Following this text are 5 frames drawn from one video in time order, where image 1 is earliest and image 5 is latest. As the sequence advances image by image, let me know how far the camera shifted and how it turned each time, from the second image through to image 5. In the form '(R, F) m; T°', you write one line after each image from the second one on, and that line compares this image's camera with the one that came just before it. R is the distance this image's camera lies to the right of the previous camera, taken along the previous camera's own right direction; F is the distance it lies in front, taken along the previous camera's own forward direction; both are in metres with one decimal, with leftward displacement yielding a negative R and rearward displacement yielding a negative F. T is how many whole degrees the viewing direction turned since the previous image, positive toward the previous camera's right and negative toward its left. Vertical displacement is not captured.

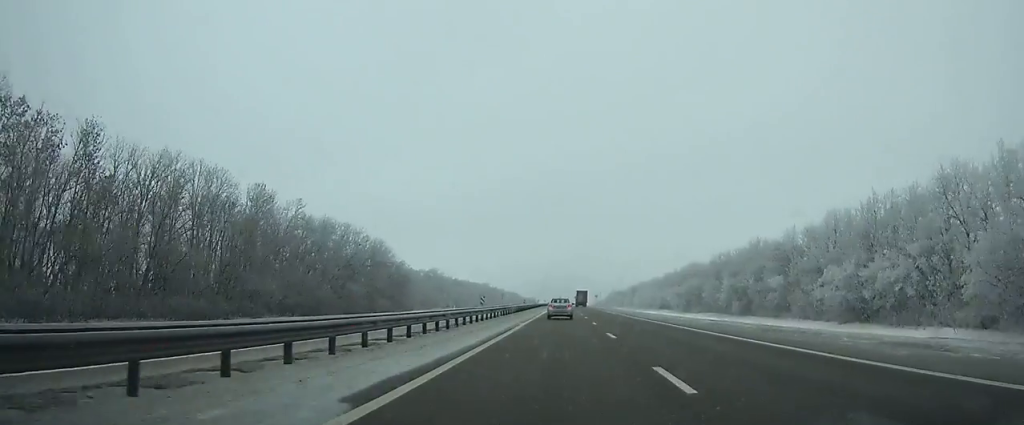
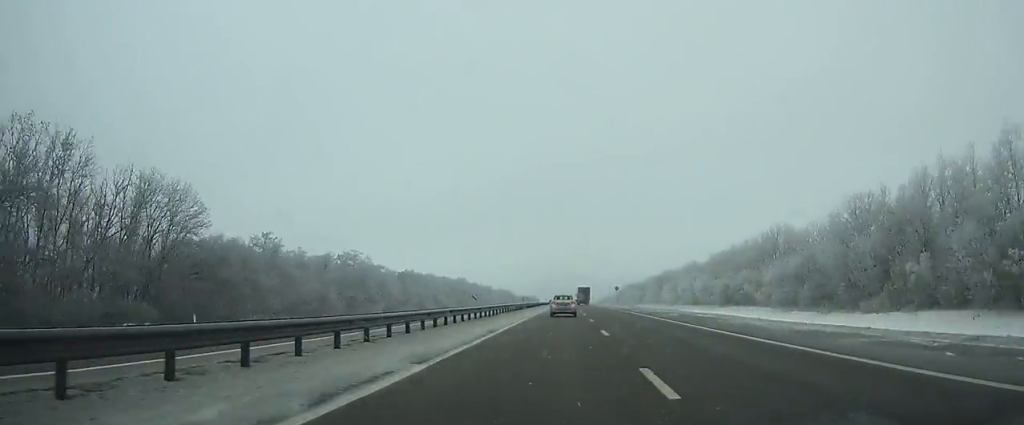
(-0.2, +71.9) m; 0°
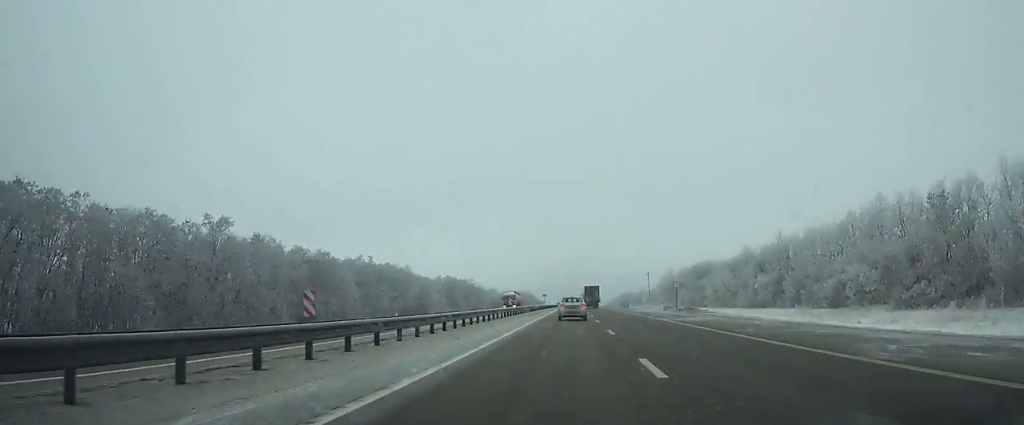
(-0.6, +167.5) m; 0°
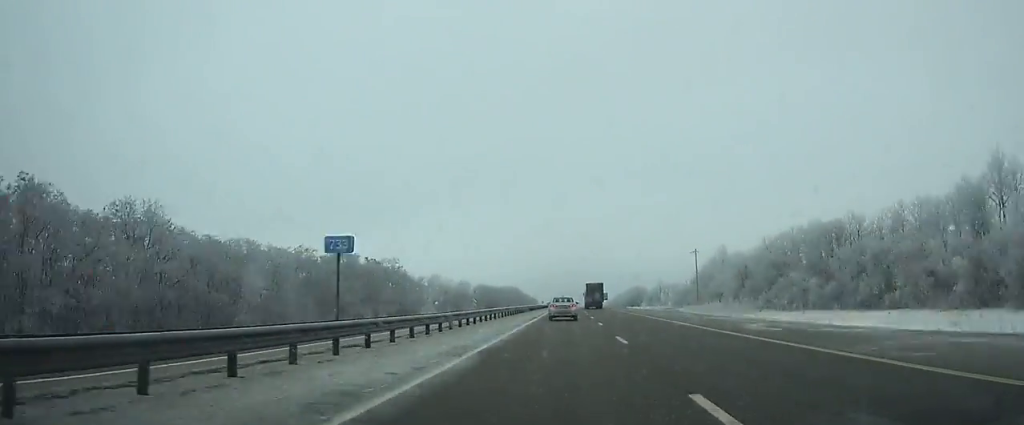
(+0.3, +89.3) m; 0°
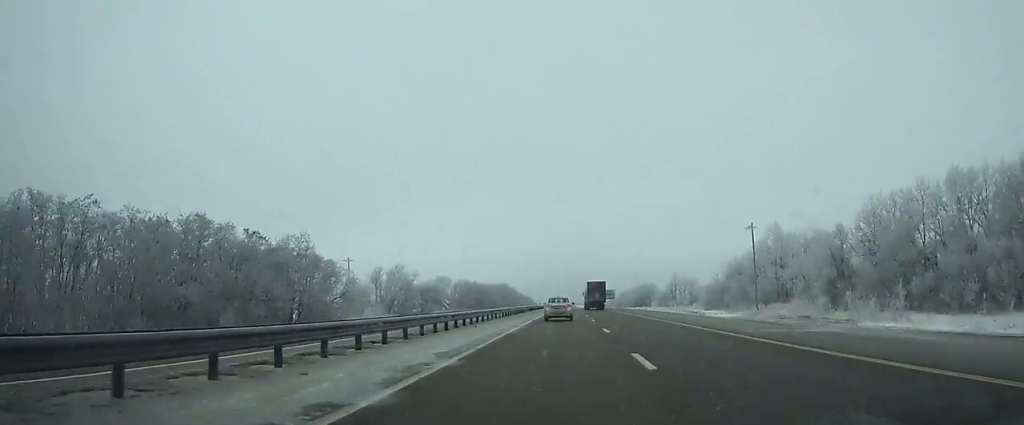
(0.0, +41.4) m; 0°
